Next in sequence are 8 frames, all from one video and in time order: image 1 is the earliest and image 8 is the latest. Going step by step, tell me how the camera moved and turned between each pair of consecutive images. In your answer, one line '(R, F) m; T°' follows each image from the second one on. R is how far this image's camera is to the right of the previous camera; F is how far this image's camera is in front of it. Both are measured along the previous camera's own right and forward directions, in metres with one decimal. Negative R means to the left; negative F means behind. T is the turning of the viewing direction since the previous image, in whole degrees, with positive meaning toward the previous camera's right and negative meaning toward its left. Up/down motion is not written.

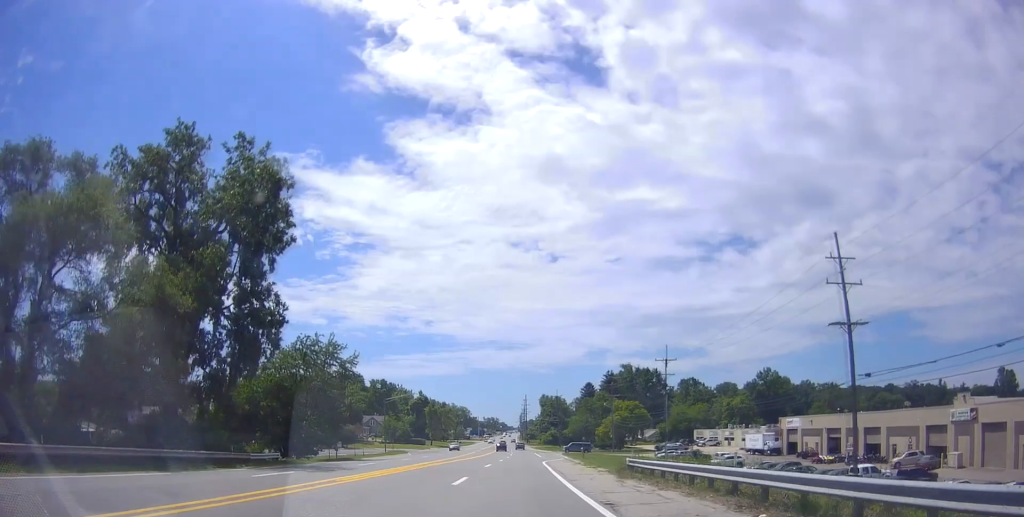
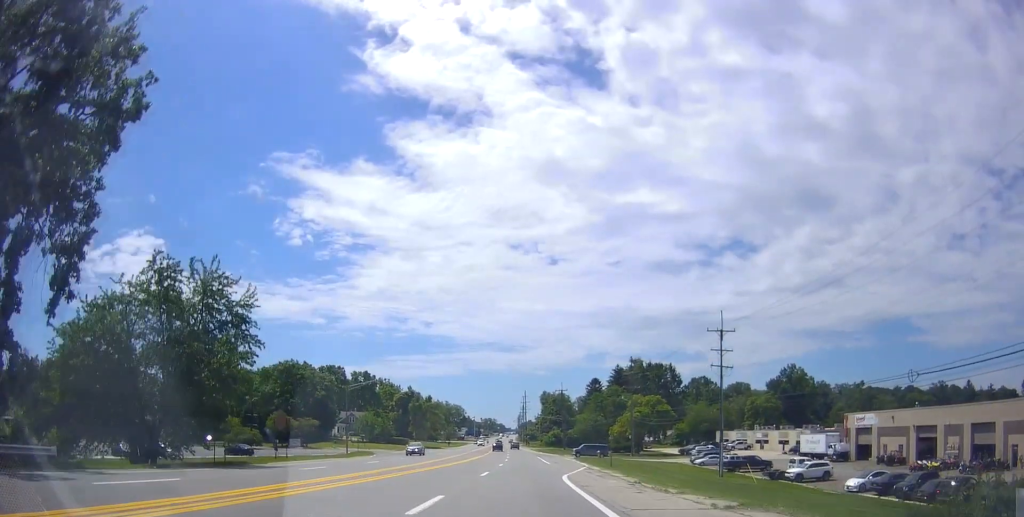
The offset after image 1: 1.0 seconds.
(0.0, +23.1) m; 0°
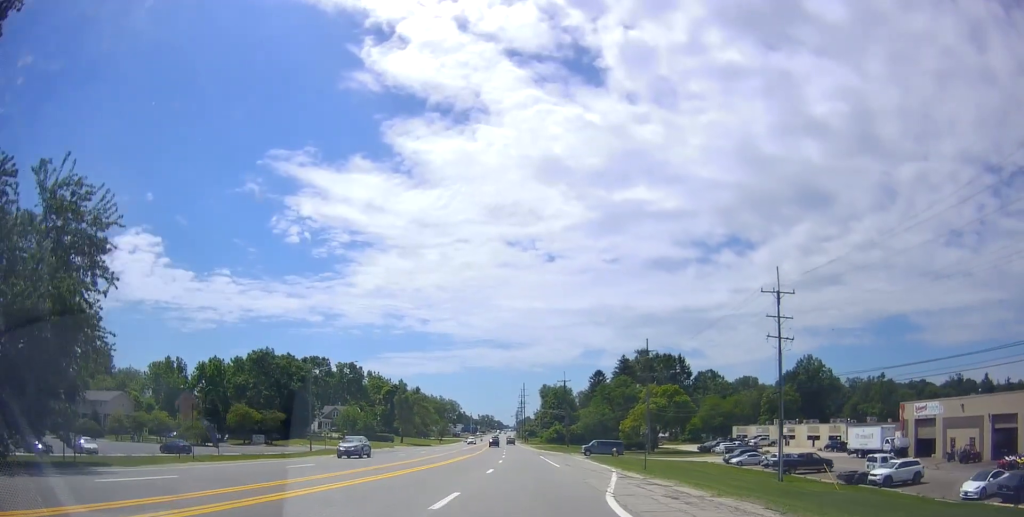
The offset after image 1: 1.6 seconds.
(0.0, +14.4) m; 0°
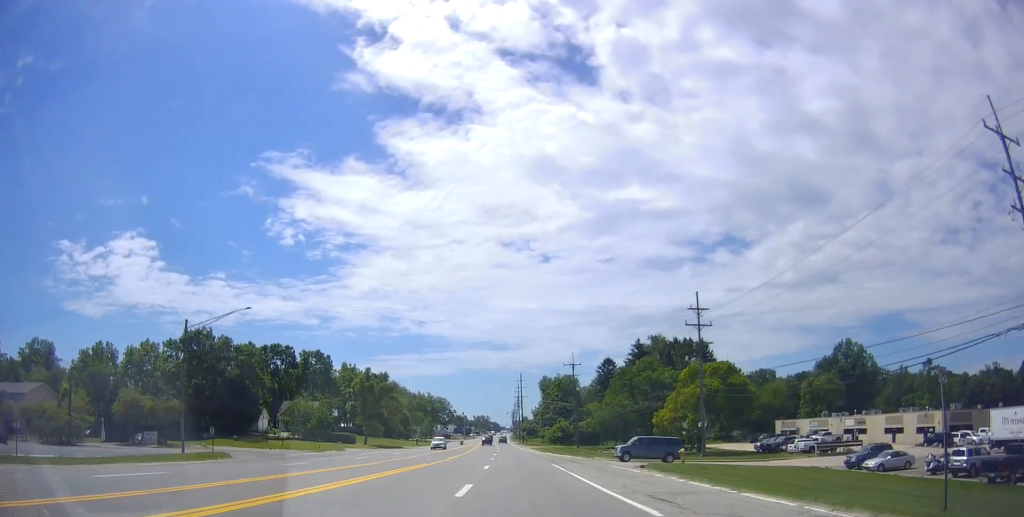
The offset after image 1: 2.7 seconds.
(+0.2, +28.3) m; 0°
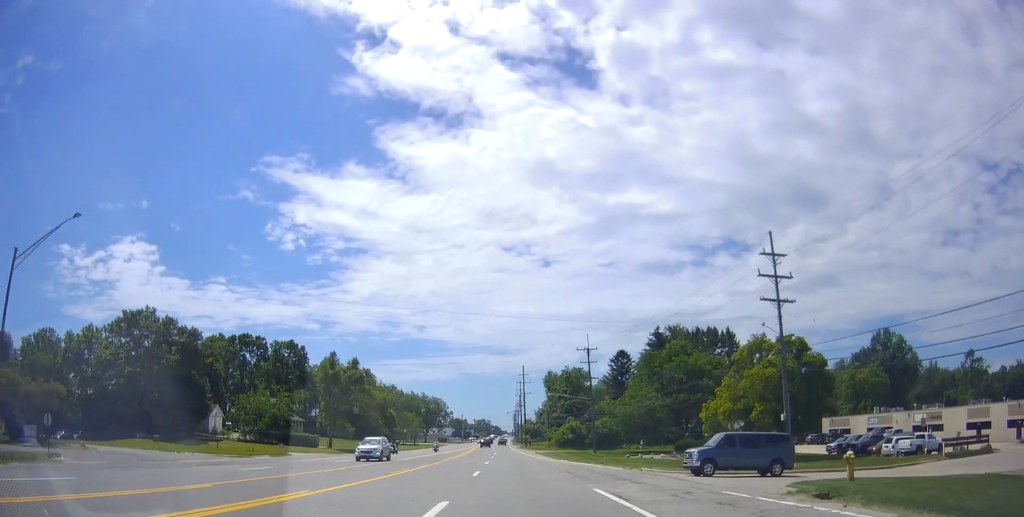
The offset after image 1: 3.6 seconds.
(0.0, +20.2) m; 0°
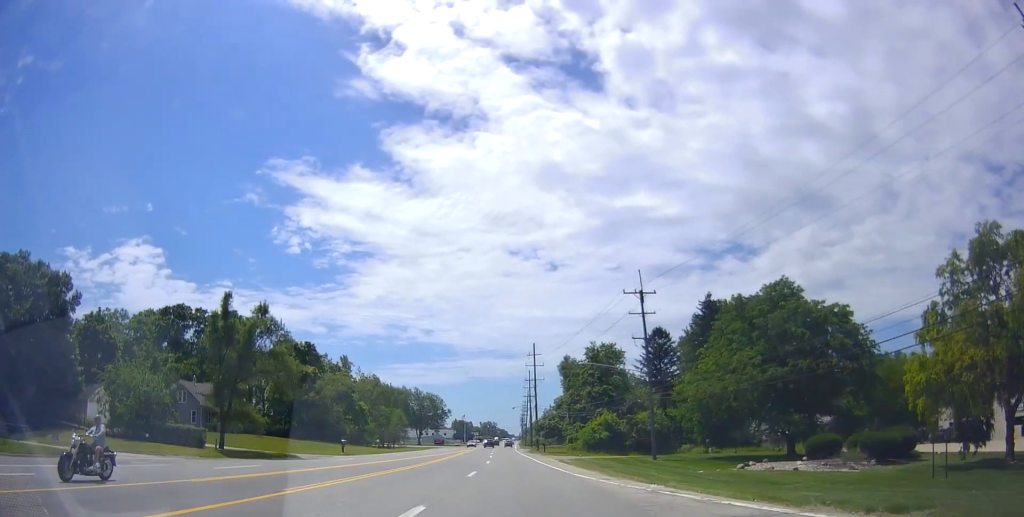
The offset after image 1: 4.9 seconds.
(-0.2, +32.6) m; 0°
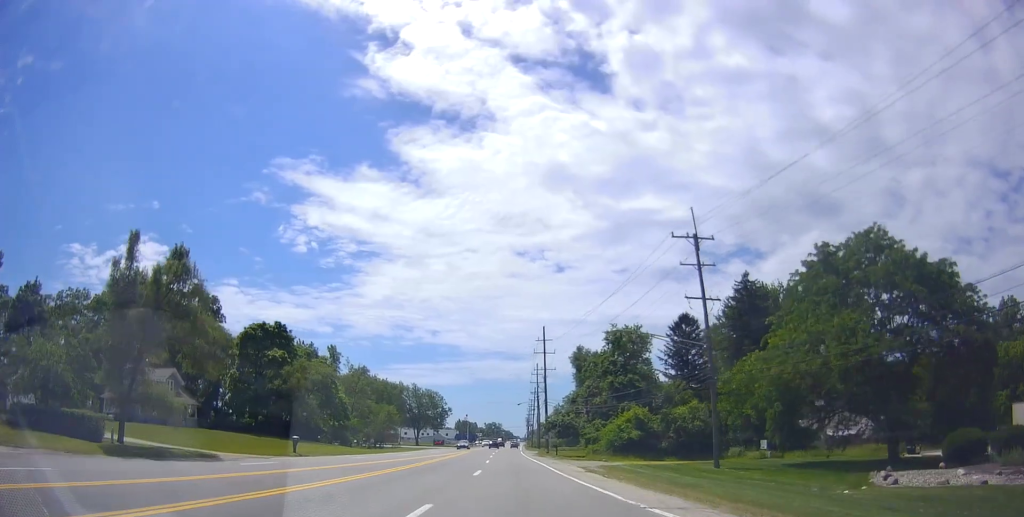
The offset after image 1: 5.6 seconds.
(0.0, +14.9) m; 0°
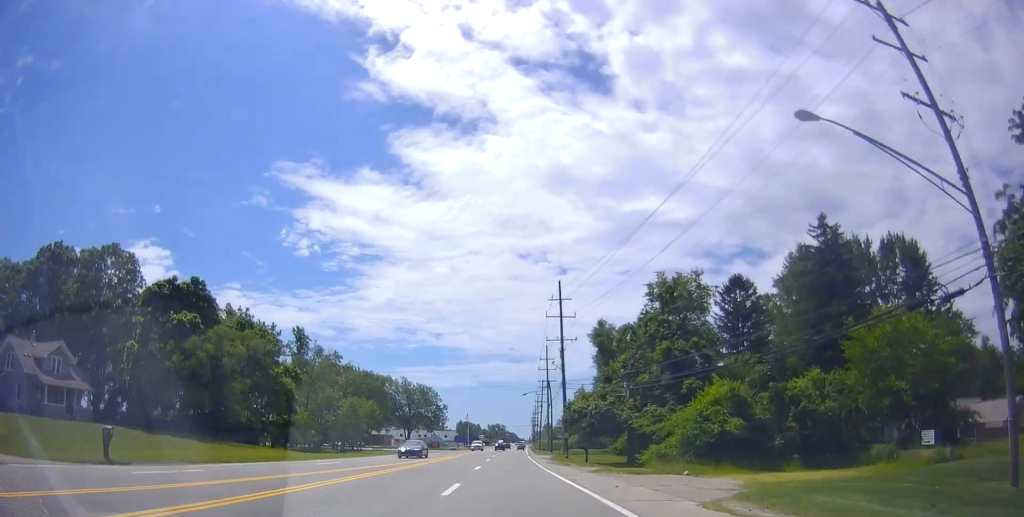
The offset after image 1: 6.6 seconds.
(+0.1, +24.1) m; 0°
